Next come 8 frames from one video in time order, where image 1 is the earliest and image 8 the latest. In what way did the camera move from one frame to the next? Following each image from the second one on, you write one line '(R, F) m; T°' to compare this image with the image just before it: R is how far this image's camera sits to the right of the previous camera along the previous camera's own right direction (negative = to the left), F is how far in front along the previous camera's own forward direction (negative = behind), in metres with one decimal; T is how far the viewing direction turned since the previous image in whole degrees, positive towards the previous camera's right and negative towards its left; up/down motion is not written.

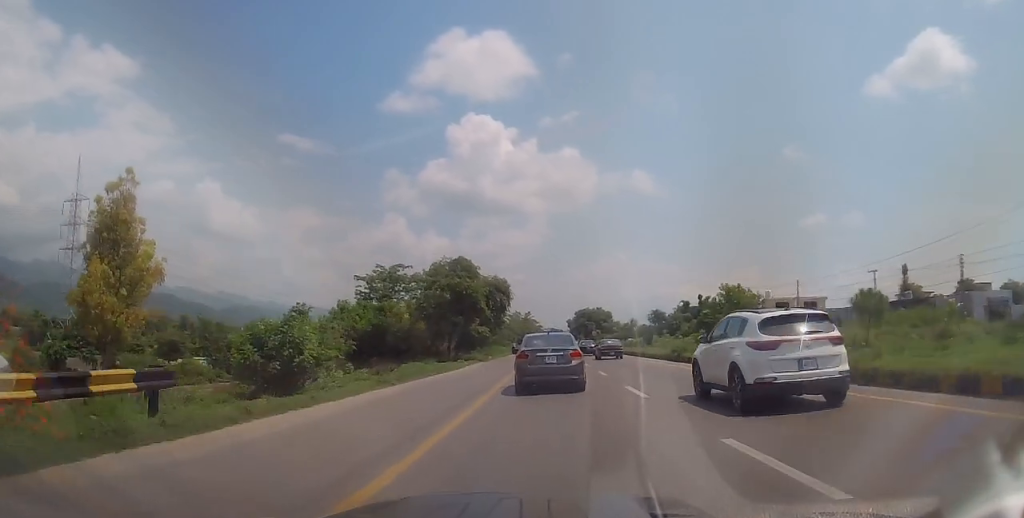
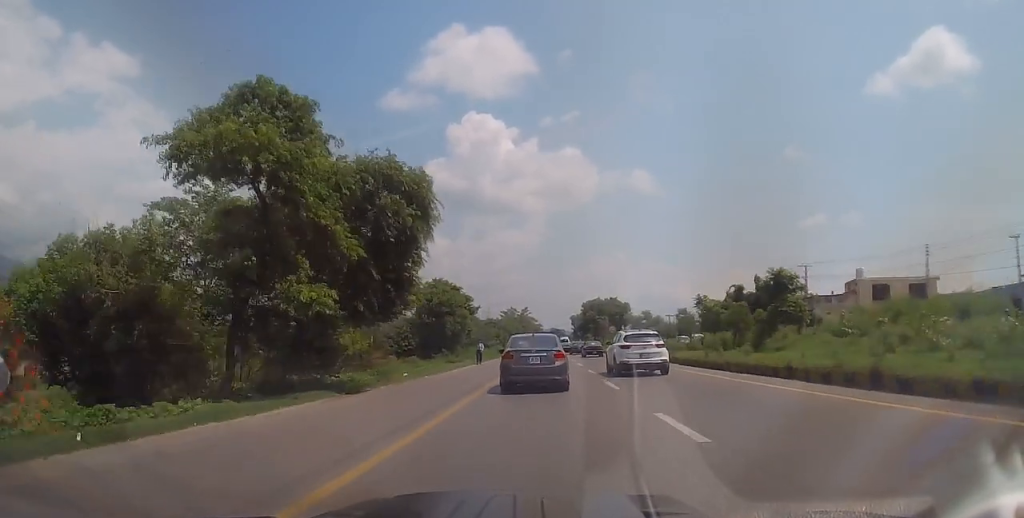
(+0.4, +33.1) m; +2°
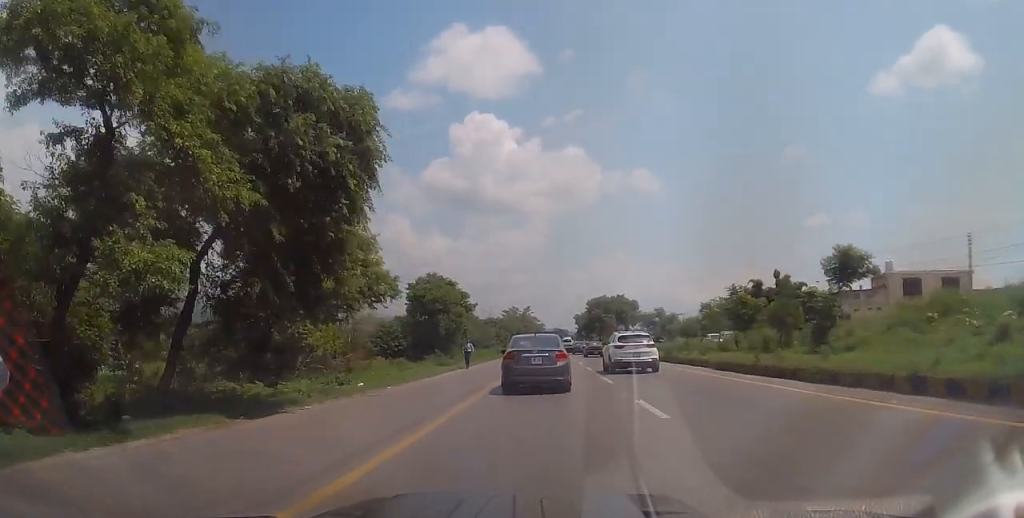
(+0.1, +6.4) m; 0°
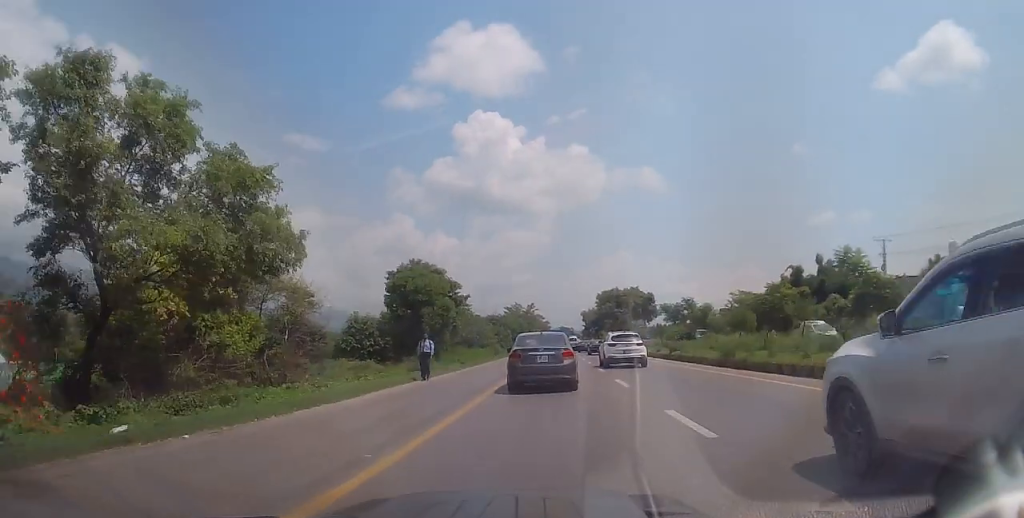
(+0.2, +11.4) m; -1°
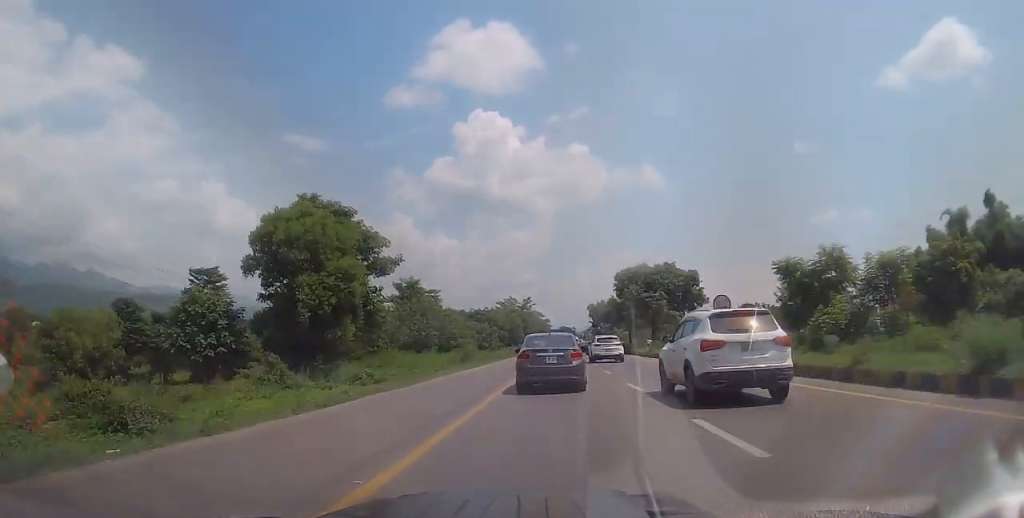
(0.0, +28.3) m; -1°
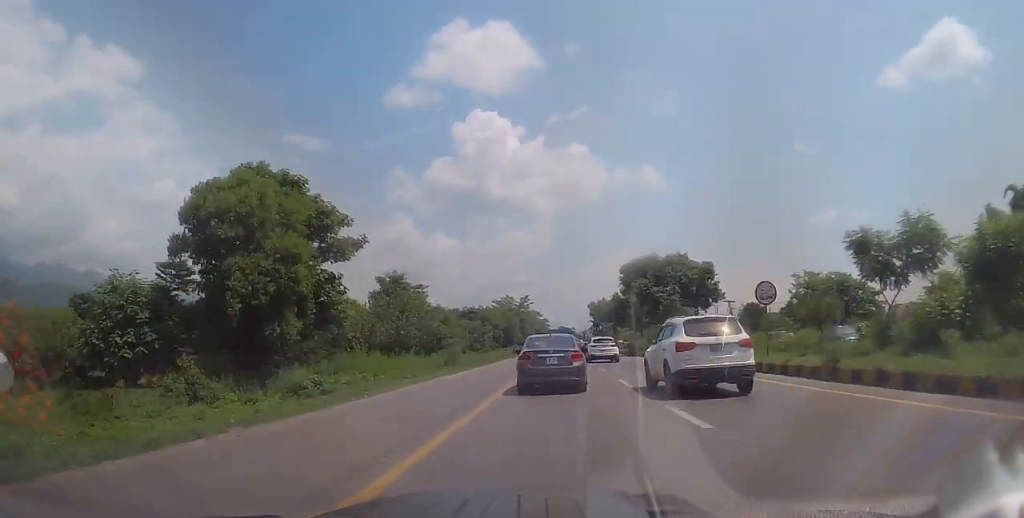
(-0.2, +6.7) m; -1°
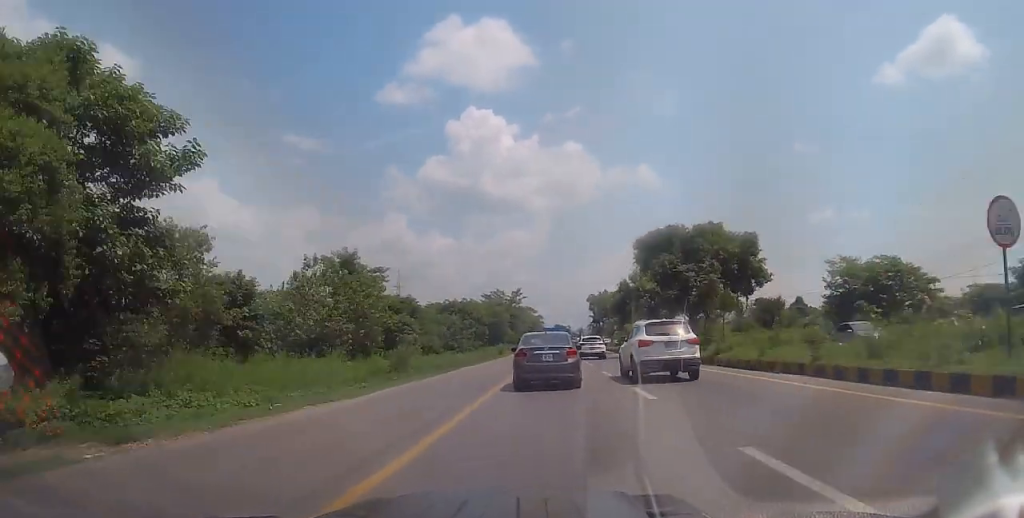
(-0.4, +13.9) m; -1°
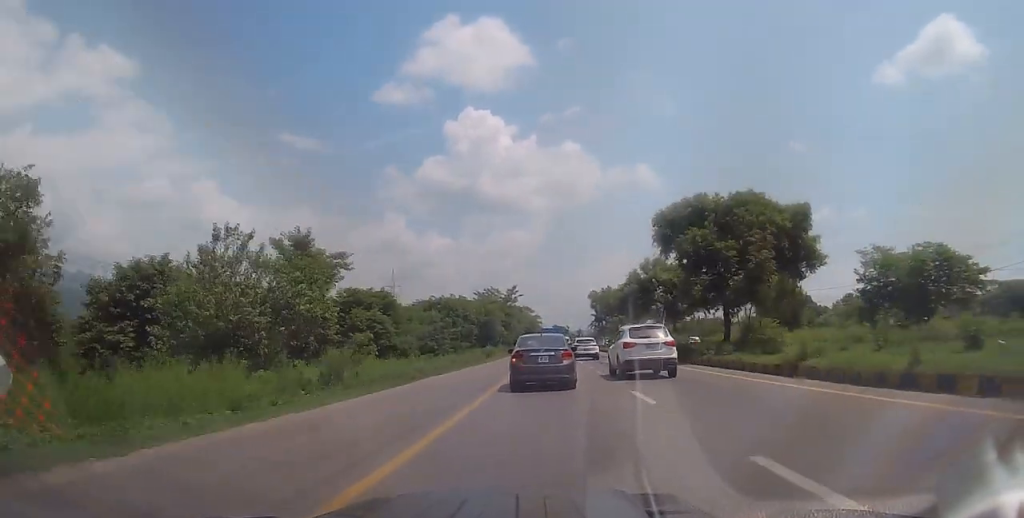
(+0.1, +9.4) m; +1°
